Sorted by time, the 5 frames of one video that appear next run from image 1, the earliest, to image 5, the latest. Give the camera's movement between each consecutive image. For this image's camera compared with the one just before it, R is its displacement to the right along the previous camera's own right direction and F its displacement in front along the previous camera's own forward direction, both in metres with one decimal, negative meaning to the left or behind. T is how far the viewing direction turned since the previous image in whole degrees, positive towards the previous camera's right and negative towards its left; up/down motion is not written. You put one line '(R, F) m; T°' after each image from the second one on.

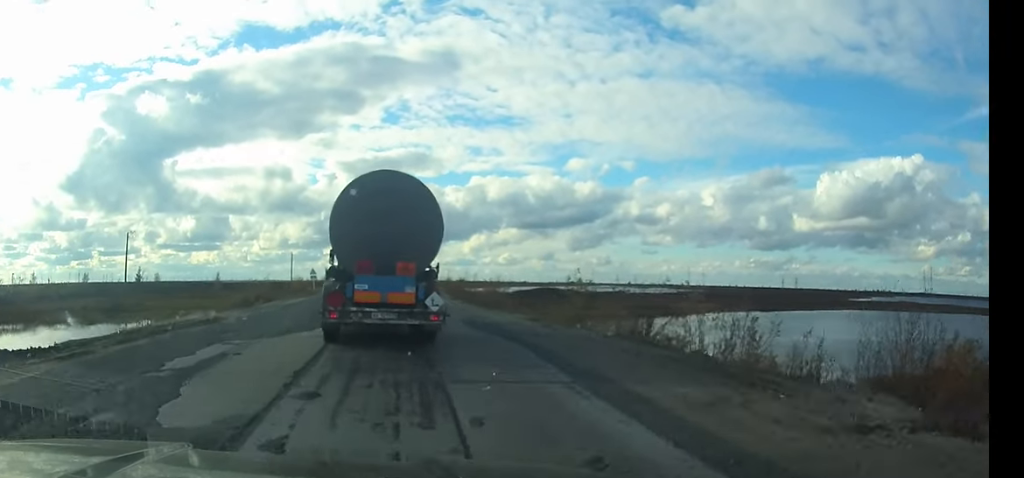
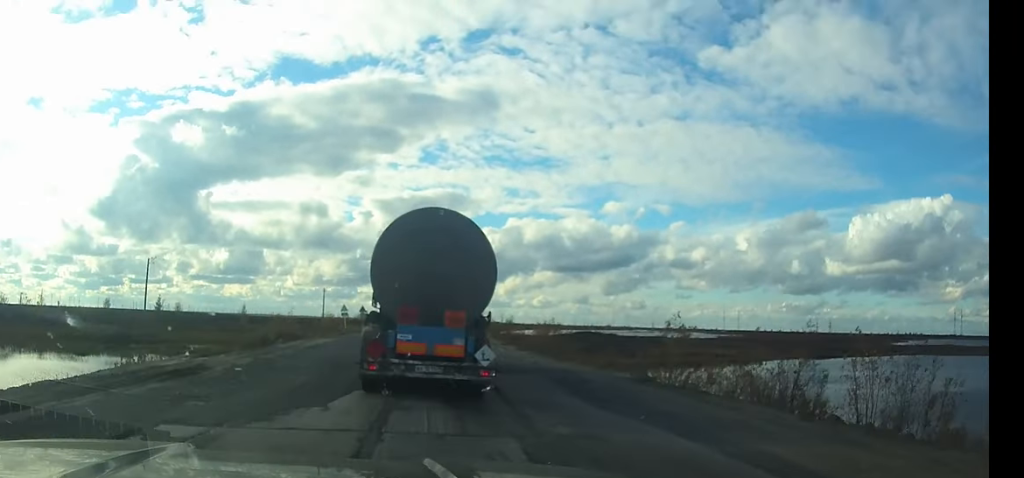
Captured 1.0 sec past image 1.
(0.0, +7.0) m; 0°
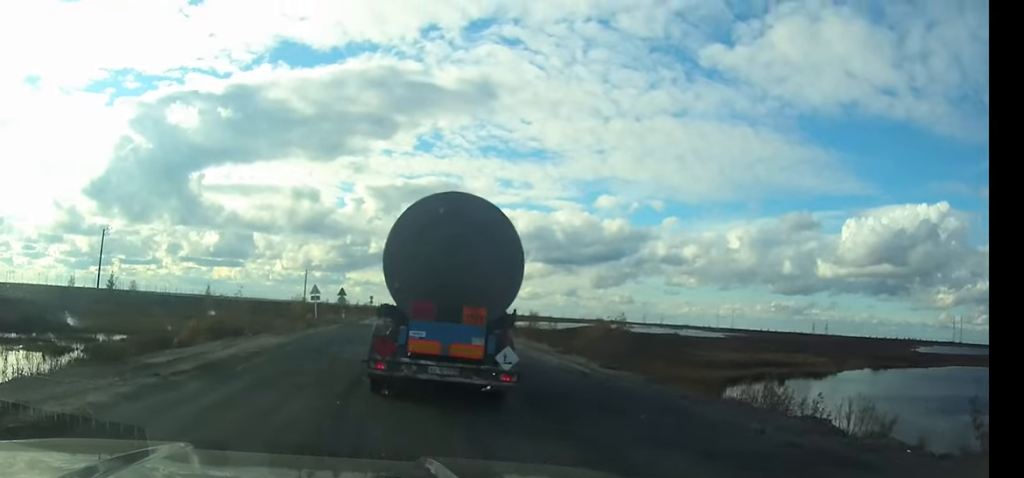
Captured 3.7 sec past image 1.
(+0.1, +18.0) m; +2°
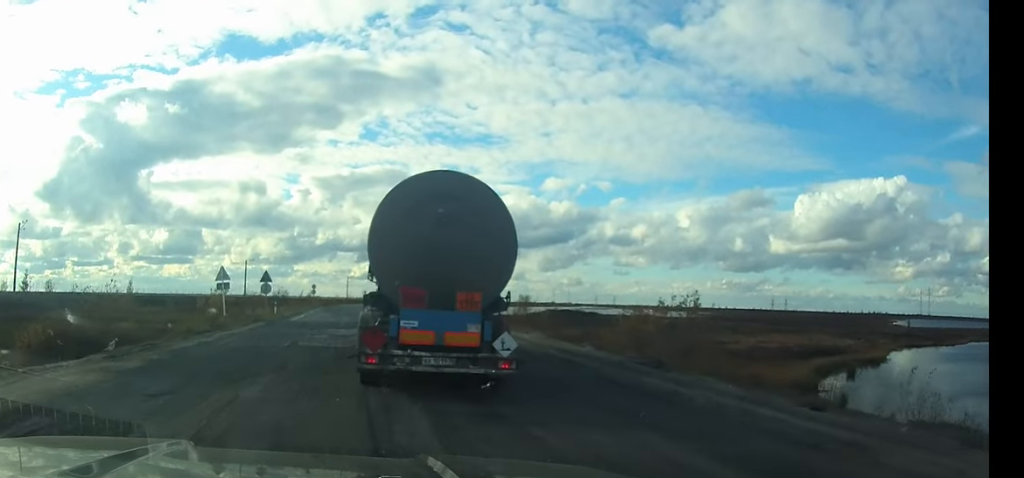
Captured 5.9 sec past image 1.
(+0.4, +14.0) m; +2°
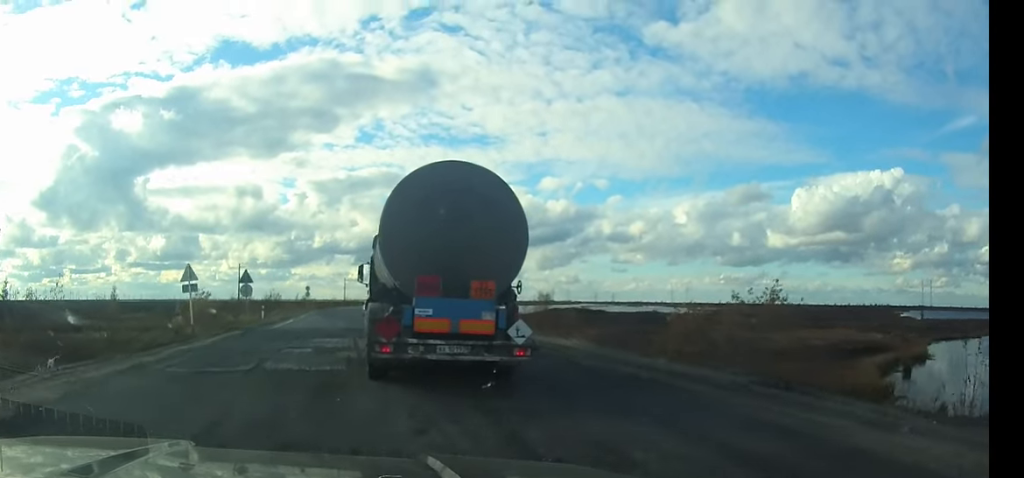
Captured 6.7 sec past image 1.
(0.0, +5.6) m; 0°
